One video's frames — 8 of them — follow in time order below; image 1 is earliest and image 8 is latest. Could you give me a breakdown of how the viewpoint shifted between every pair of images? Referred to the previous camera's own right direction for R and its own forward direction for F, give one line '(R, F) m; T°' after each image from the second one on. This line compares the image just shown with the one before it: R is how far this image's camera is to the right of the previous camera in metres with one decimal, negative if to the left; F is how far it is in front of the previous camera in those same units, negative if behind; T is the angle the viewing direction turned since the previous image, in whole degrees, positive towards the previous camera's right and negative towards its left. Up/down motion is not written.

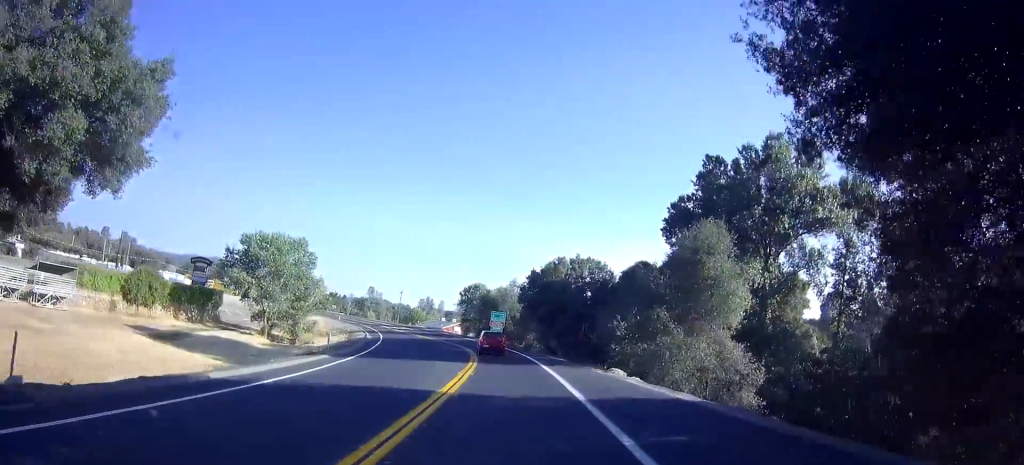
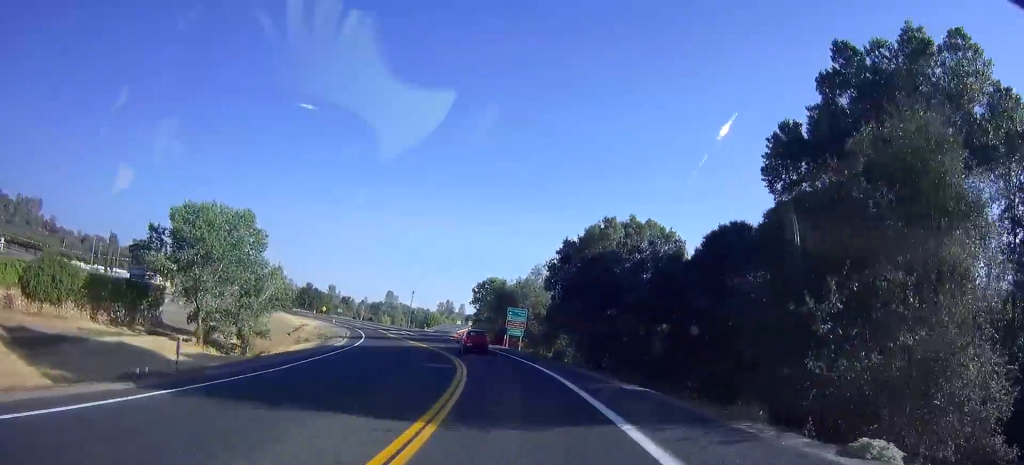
(0.0, +17.6) m; -3°
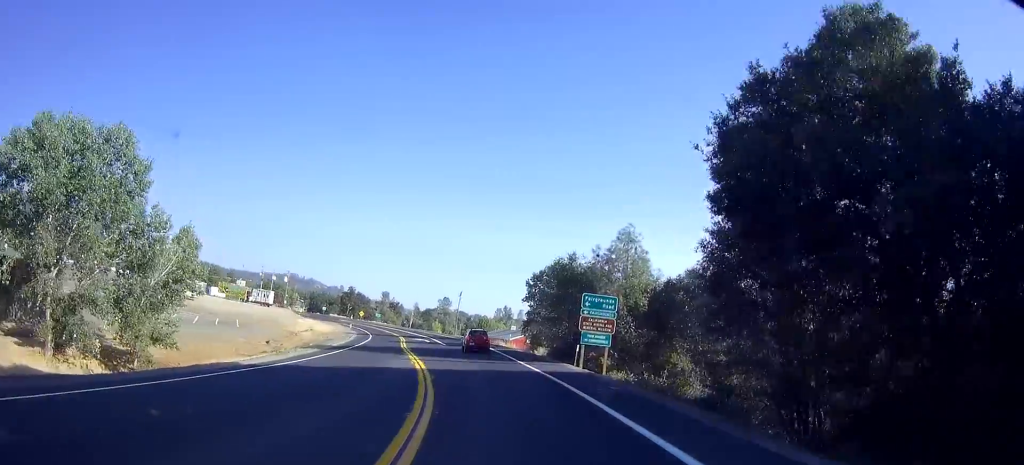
(-1.4, +22.9) m; -6°
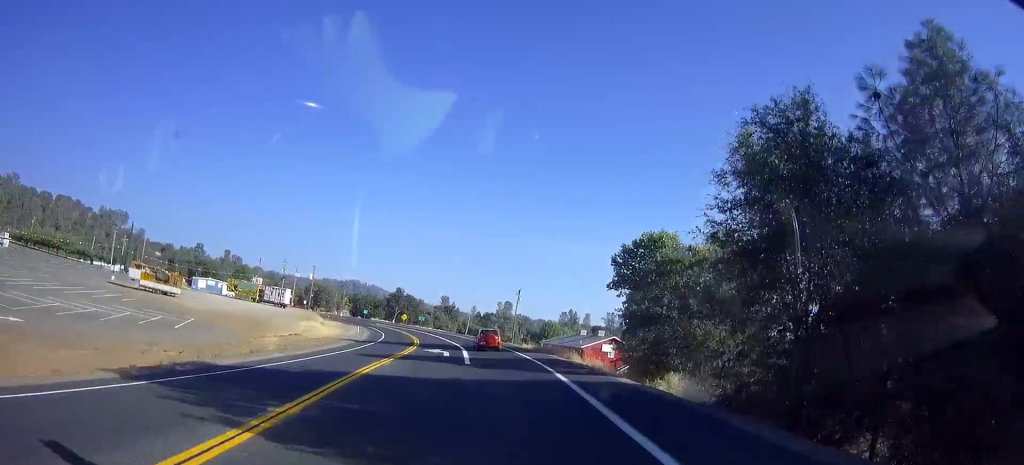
(-1.3, +24.5) m; -6°
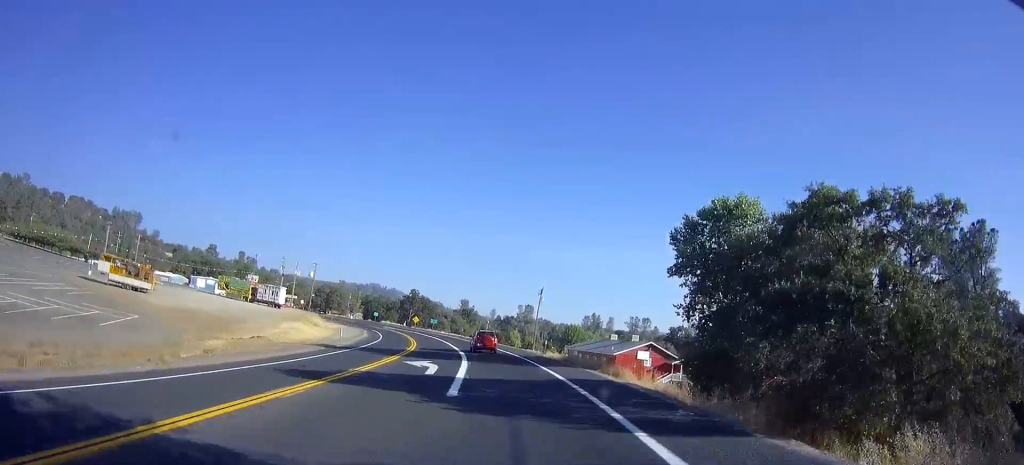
(-0.7, +11.9) m; -2°
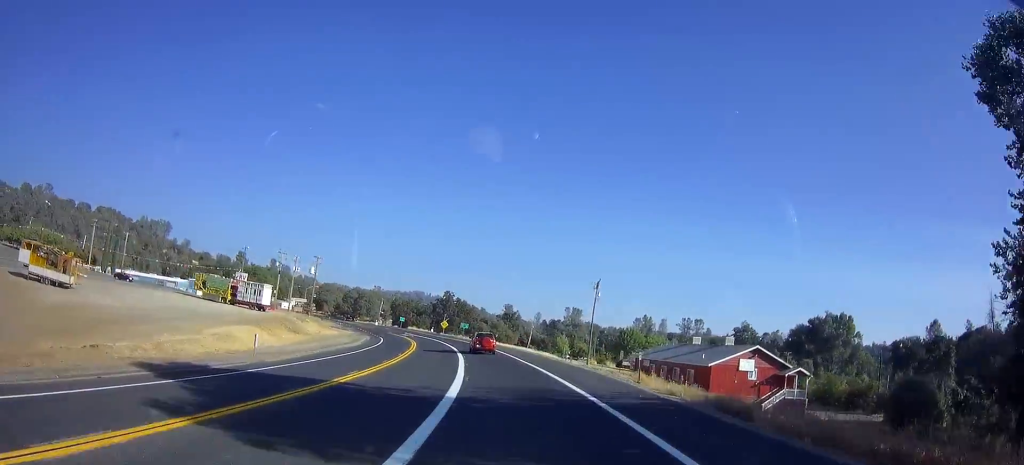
(-0.3, +22.3) m; -4°
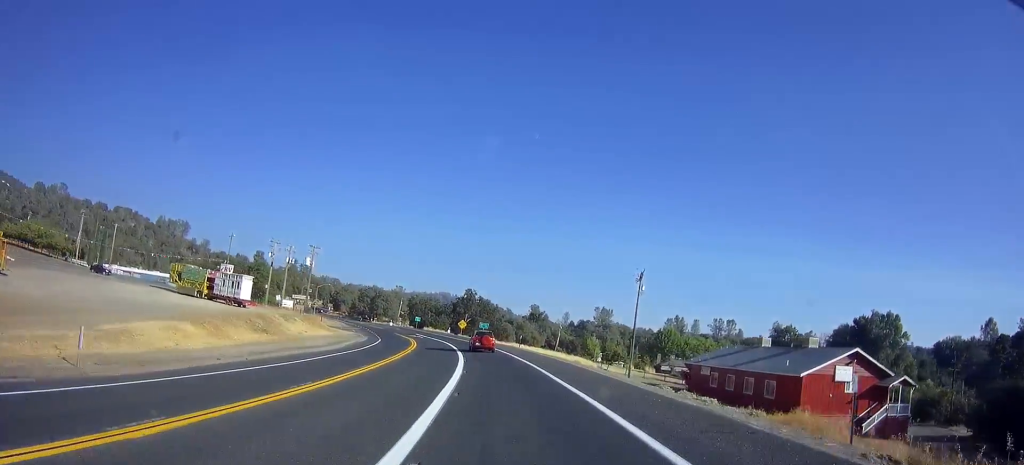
(-0.5, +13.3) m; -3°
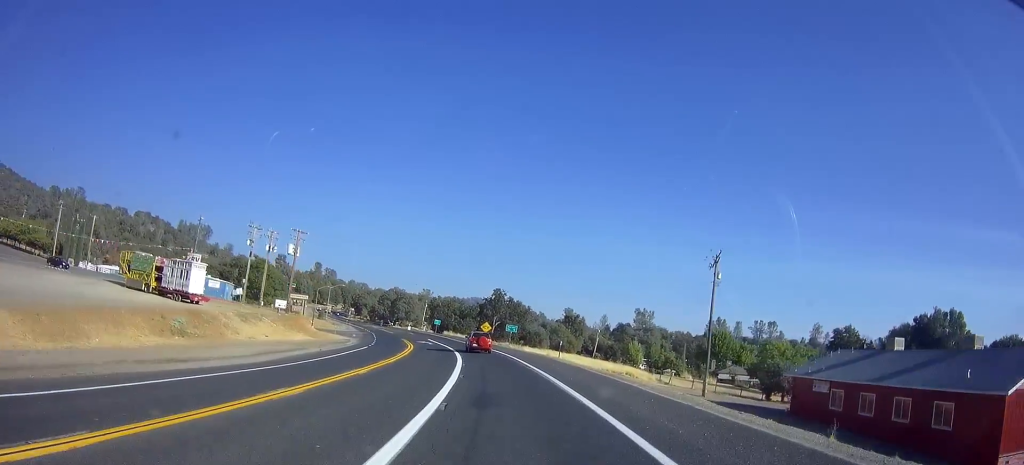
(-0.7, +17.1) m; -5°
